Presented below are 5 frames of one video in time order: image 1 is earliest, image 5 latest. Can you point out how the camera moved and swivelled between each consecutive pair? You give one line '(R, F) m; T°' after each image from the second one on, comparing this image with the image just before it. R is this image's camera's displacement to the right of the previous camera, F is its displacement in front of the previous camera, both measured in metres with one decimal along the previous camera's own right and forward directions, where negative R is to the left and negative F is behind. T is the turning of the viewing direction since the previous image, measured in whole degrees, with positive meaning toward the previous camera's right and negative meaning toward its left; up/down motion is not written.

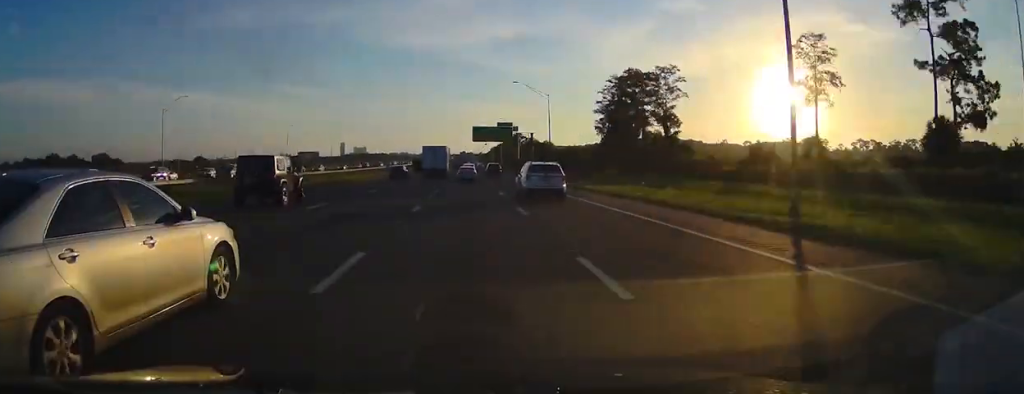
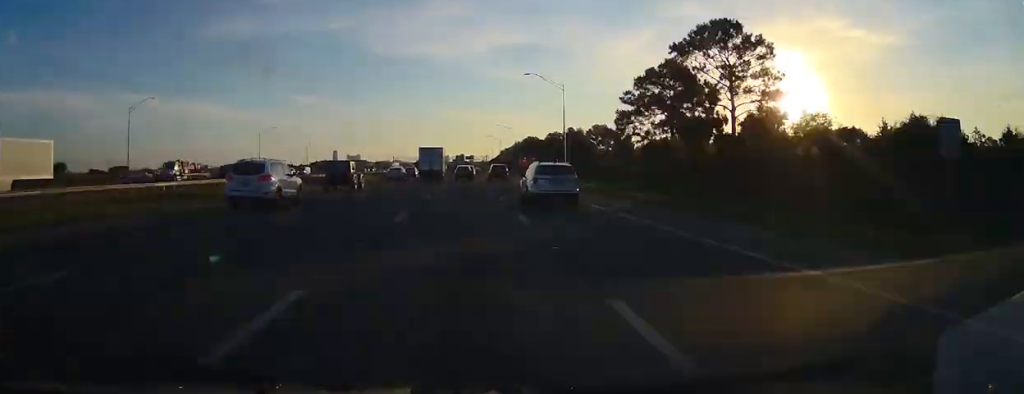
(-0.1, +212.6) m; 0°
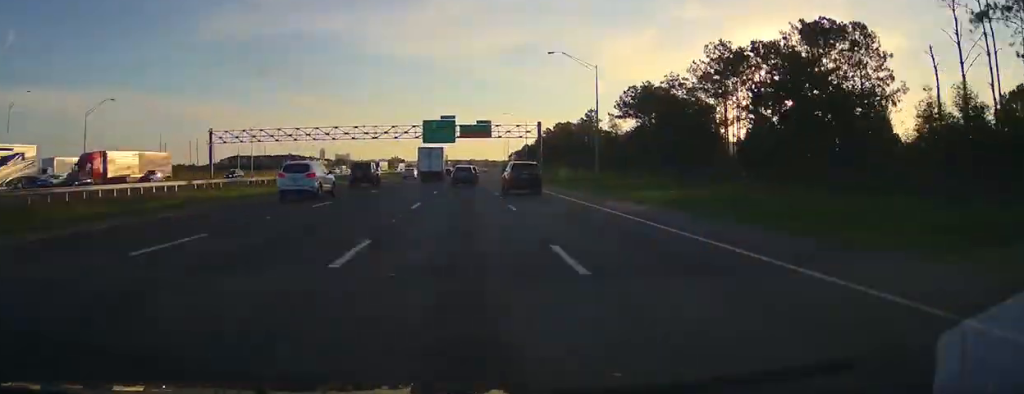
(+1.3, +299.2) m; +1°
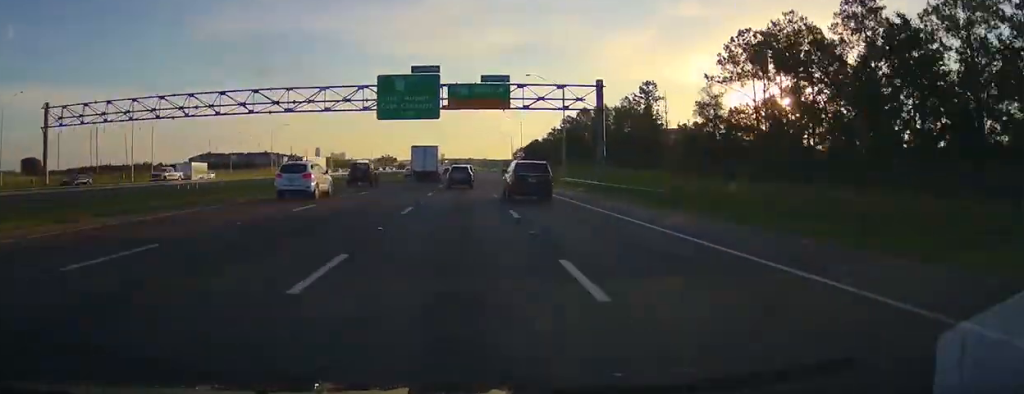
(+0.1, +63.6) m; 0°
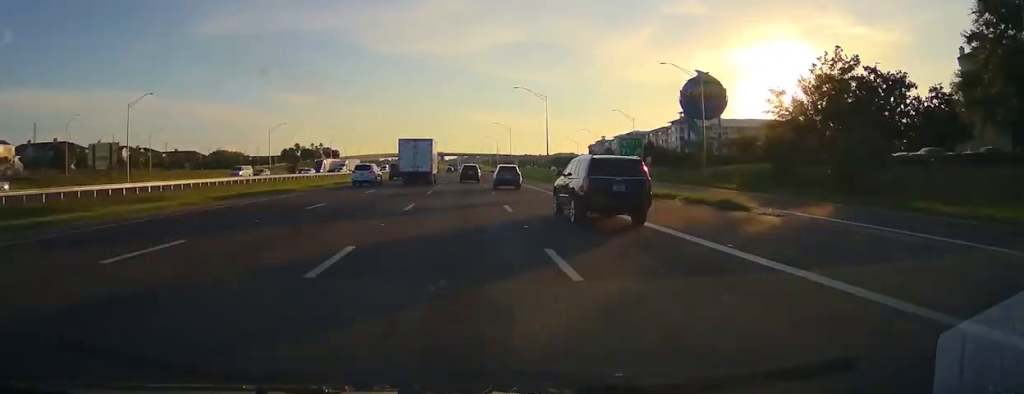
(-0.6, +253.9) m; -1°
